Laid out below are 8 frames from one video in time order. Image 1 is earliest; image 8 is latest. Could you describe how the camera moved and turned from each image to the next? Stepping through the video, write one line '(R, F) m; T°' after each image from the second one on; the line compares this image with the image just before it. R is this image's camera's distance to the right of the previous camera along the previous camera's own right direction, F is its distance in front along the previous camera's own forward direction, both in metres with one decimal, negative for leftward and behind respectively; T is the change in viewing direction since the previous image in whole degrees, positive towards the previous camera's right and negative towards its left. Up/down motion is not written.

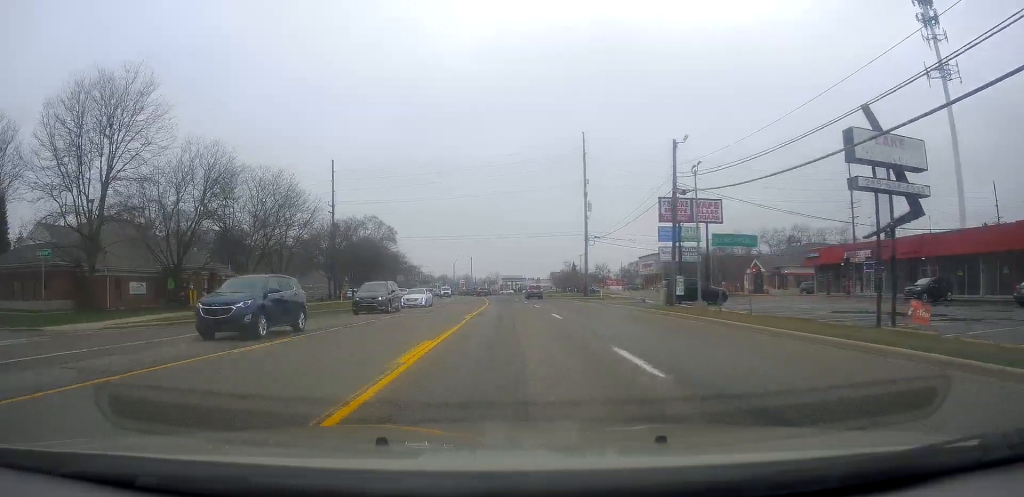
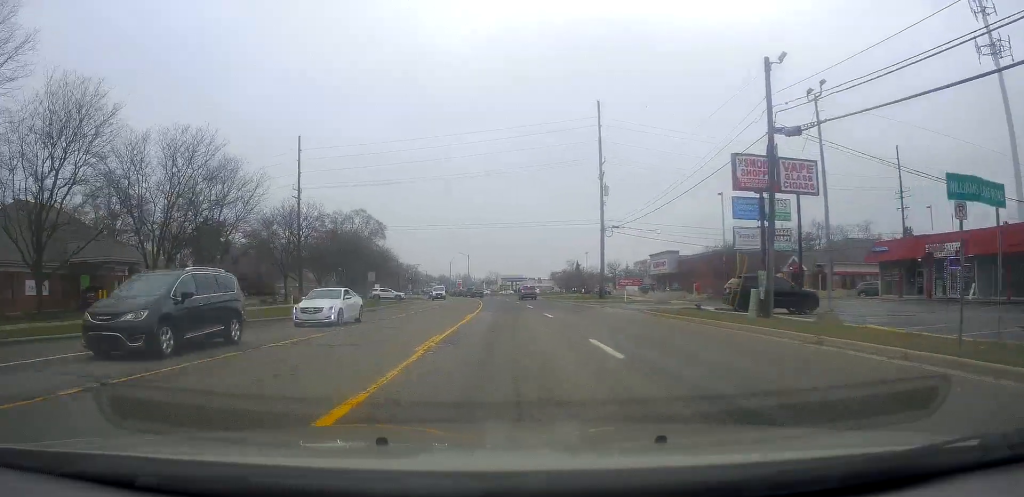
(+0.4, +12.6) m; +1°
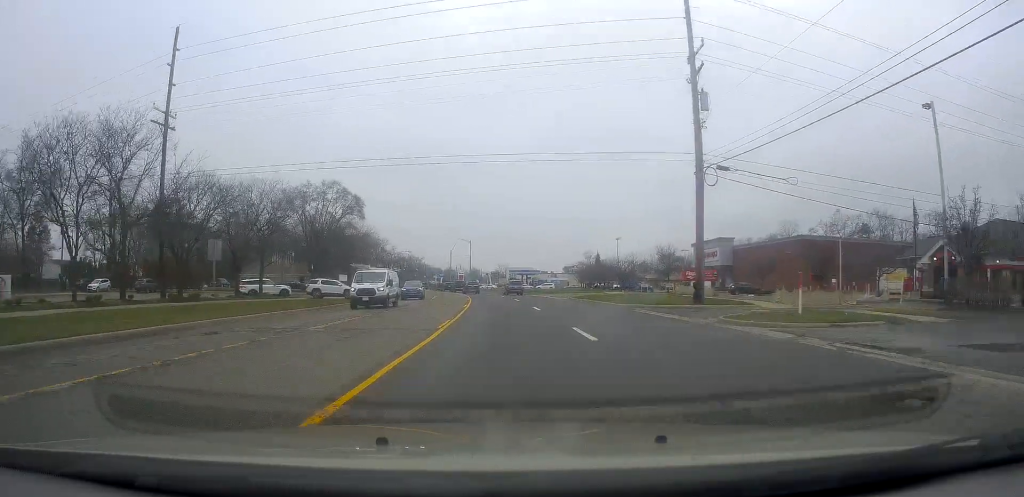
(-0.4, +28.2) m; -4°
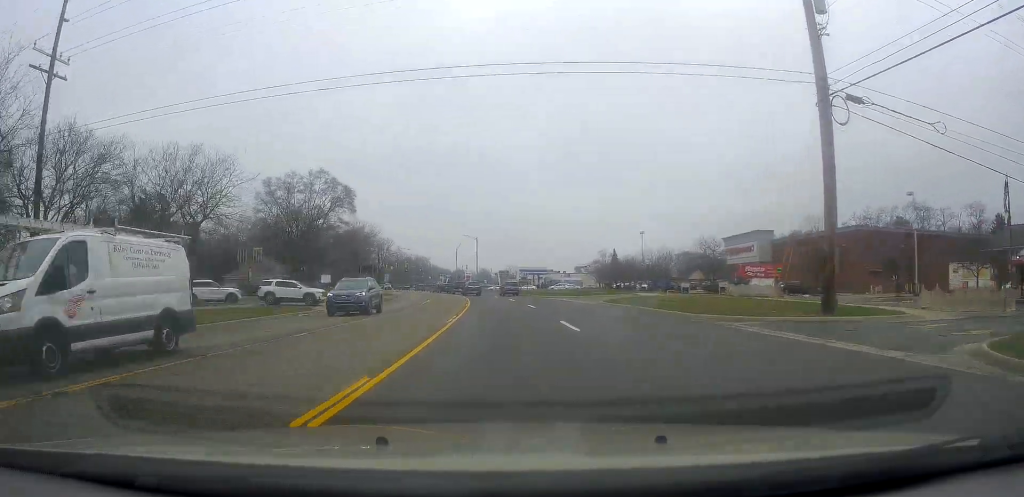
(-0.4, +12.5) m; -2°
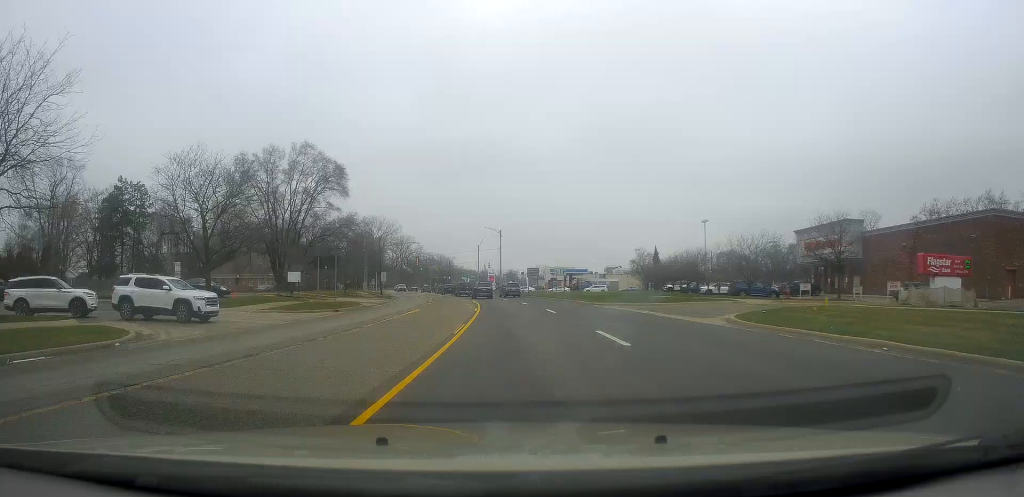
(+0.1, +19.2) m; 0°
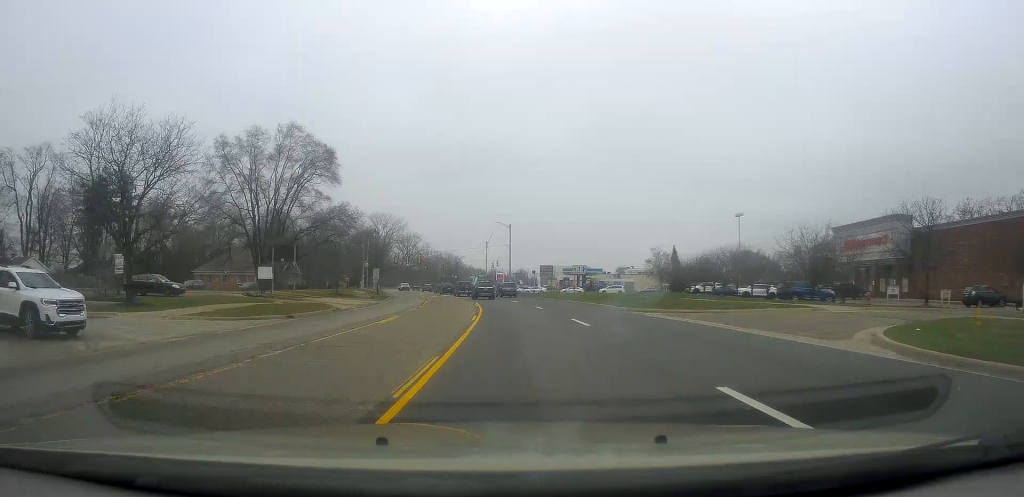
(0.0, +8.8) m; -1°
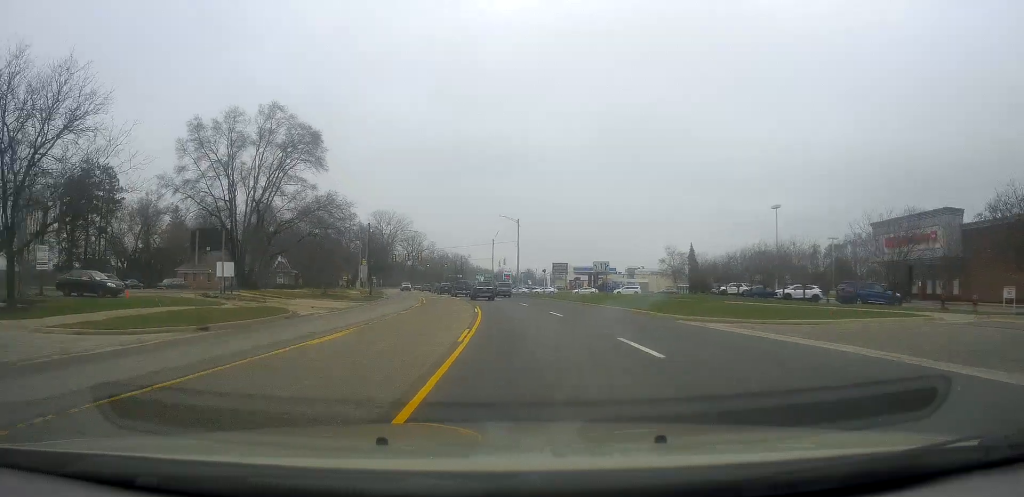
(-0.2, +8.3) m; -2°
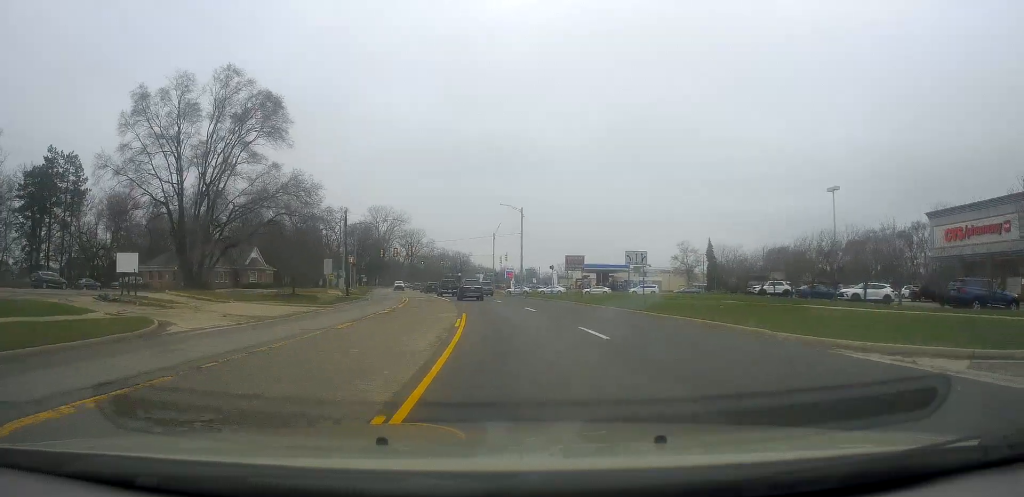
(-0.1, +11.5) m; 0°
